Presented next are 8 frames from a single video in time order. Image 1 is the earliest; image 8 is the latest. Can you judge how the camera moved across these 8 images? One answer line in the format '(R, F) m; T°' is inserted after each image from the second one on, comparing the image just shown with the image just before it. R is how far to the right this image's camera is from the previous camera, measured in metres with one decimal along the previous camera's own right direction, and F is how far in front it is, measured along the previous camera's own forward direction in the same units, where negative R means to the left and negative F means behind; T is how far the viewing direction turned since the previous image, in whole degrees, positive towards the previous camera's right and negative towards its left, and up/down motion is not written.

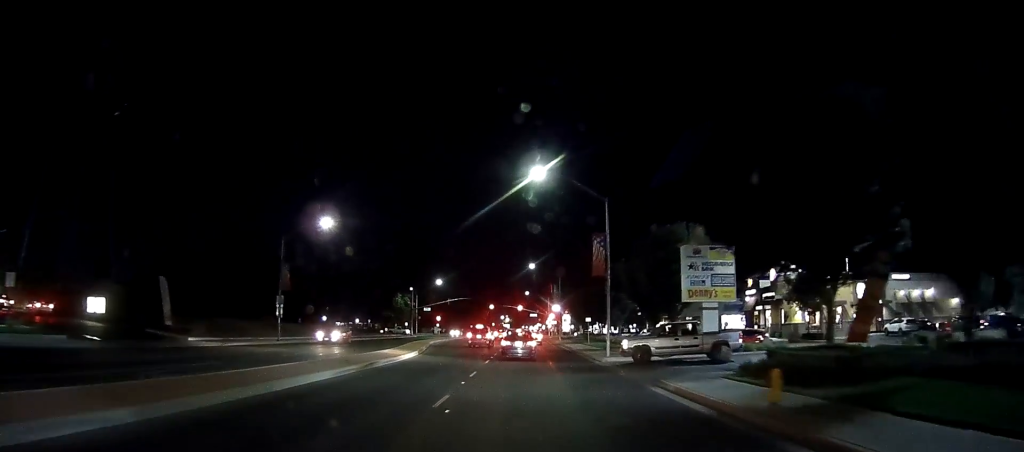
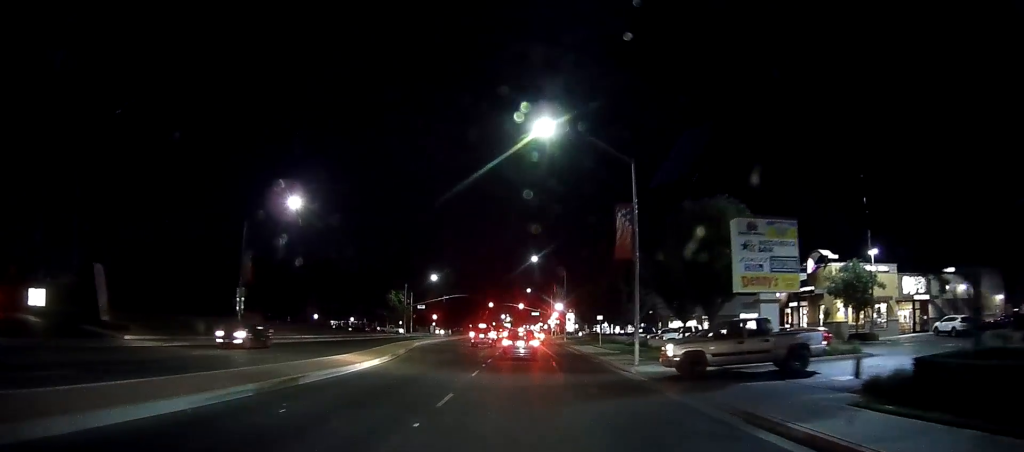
(-0.1, +7.1) m; -2°
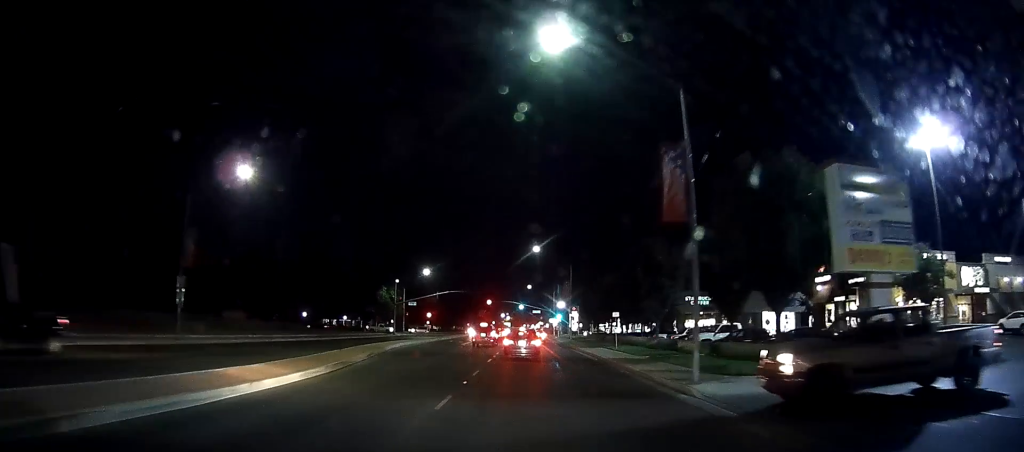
(-0.2, +8.1) m; +1°
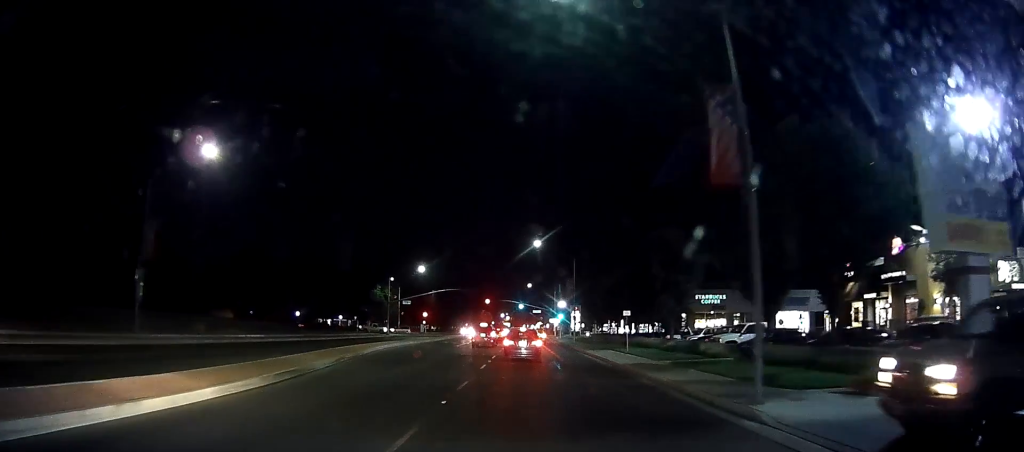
(+0.2, +4.6) m; +1°
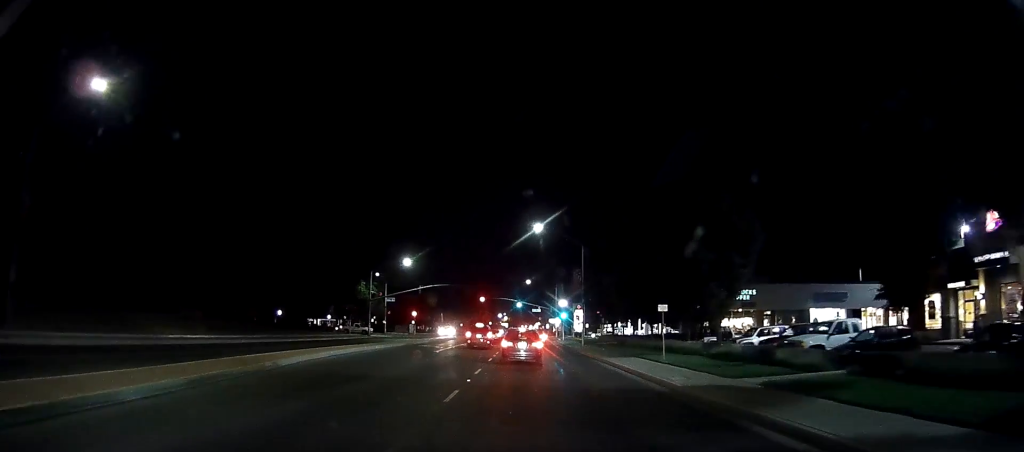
(+0.2, +9.2) m; +1°
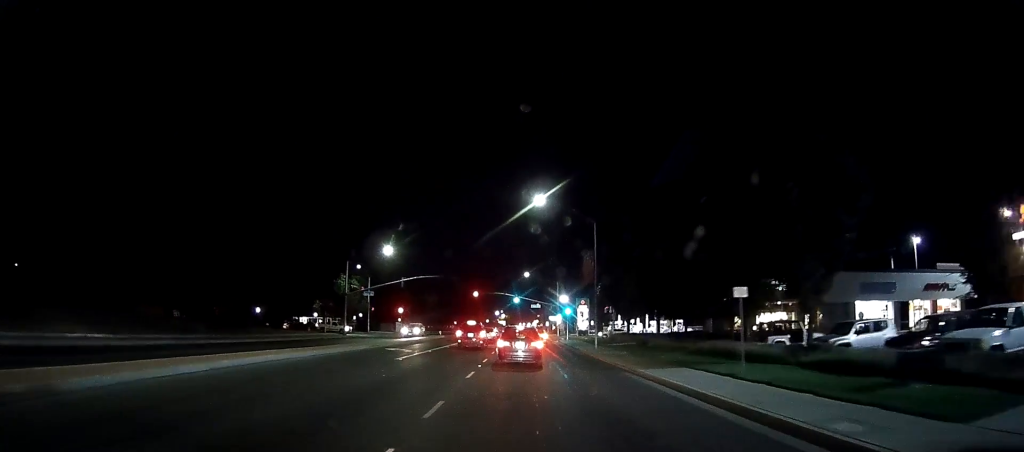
(0.0, +8.9) m; 0°
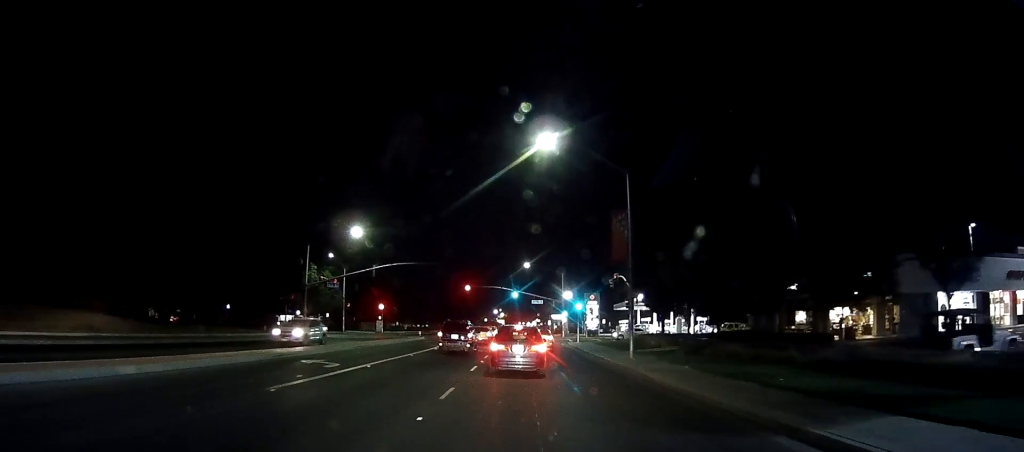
(-0.2, +12.1) m; -2°
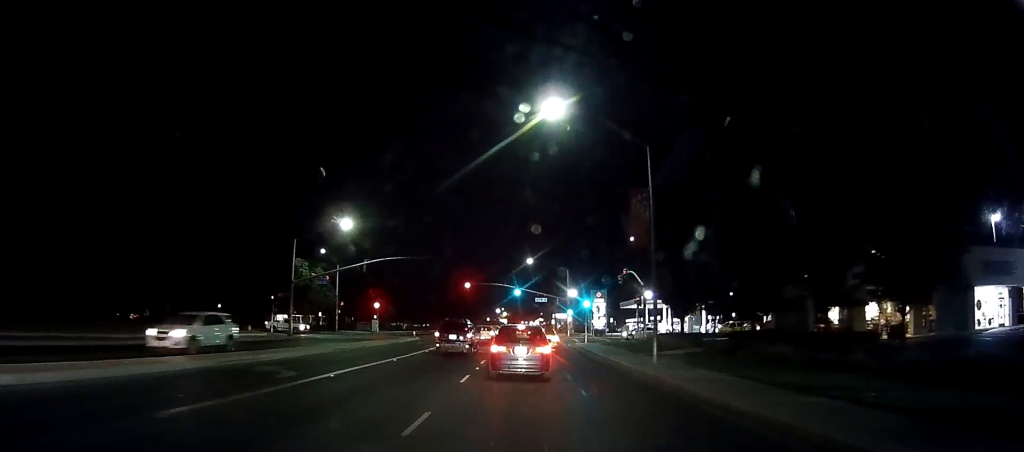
(-0.1, +4.2) m; 0°
